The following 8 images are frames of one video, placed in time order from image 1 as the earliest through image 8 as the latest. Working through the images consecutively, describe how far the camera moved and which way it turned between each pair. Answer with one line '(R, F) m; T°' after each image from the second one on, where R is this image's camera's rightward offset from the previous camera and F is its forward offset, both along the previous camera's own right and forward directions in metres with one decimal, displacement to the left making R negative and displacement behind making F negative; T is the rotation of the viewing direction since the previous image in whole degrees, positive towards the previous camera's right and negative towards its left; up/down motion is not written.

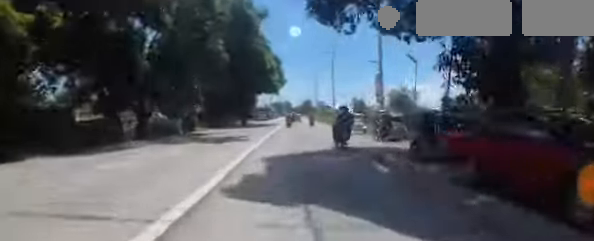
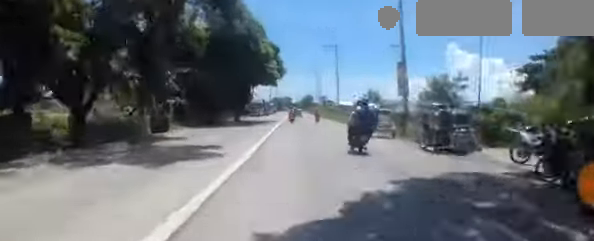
(-0.2, +6.2) m; +1°
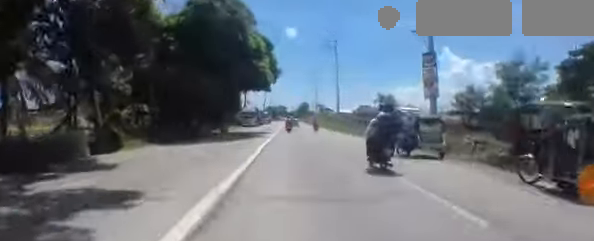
(+0.3, +6.3) m; +1°
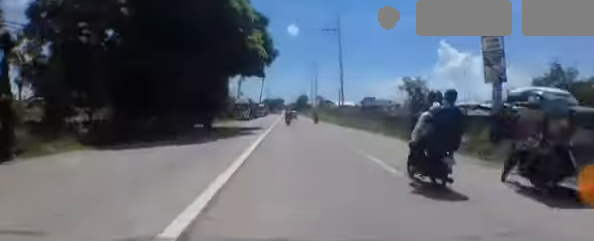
(+0.2, +6.3) m; +1°
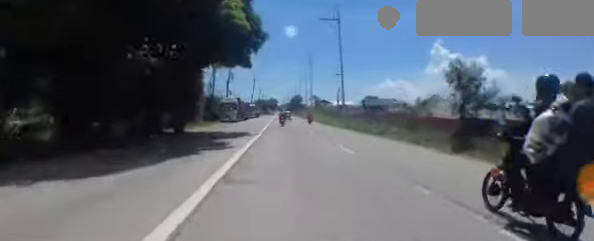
(0.0, +7.1) m; 0°
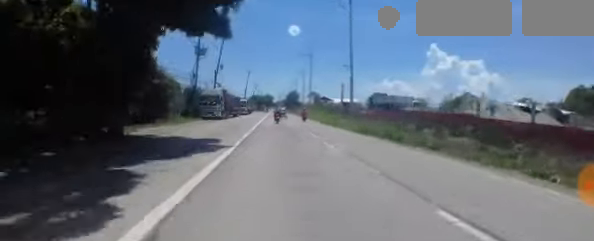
(0.0, +8.5) m; 0°
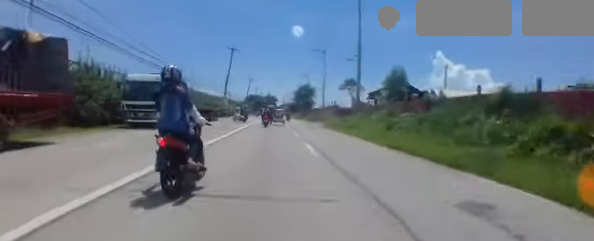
(-0.7, +53.2) m; -2°
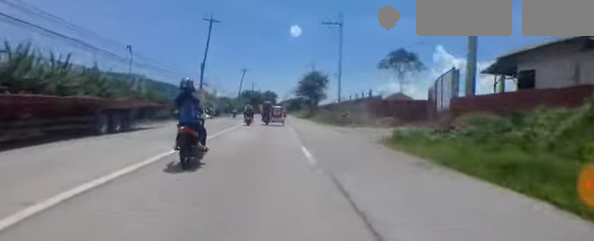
(-0.1, +20.7) m; +2°
